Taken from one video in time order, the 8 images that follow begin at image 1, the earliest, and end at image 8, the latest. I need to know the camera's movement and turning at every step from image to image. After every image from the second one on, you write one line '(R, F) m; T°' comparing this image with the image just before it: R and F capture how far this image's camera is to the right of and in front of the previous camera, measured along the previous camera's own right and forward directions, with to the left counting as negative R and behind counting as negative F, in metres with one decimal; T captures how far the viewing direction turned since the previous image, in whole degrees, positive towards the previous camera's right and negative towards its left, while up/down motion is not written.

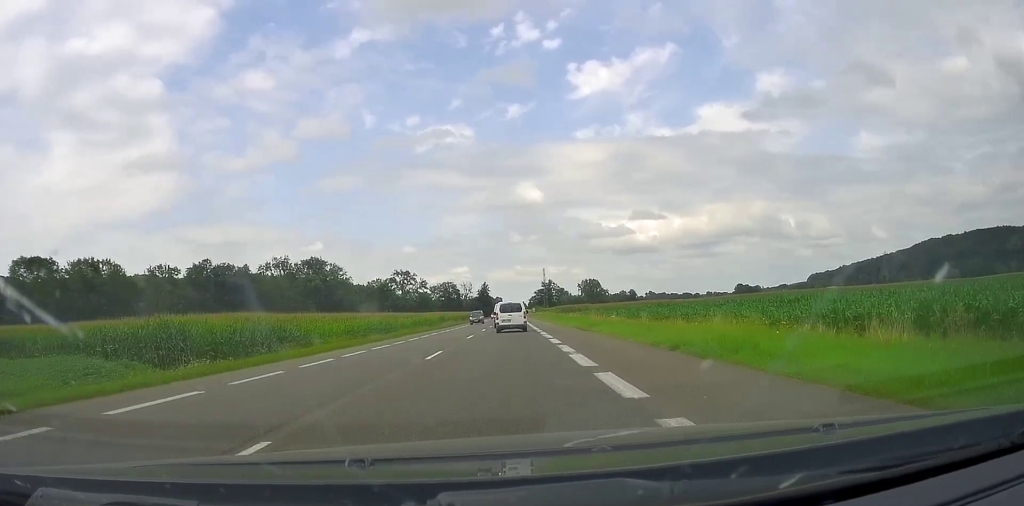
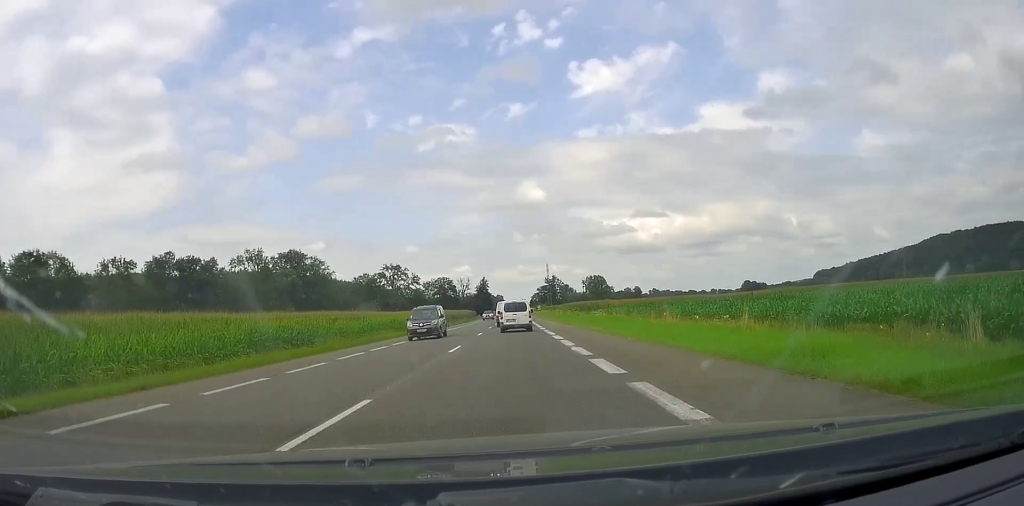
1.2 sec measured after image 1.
(-0.2, +23.8) m; -1°
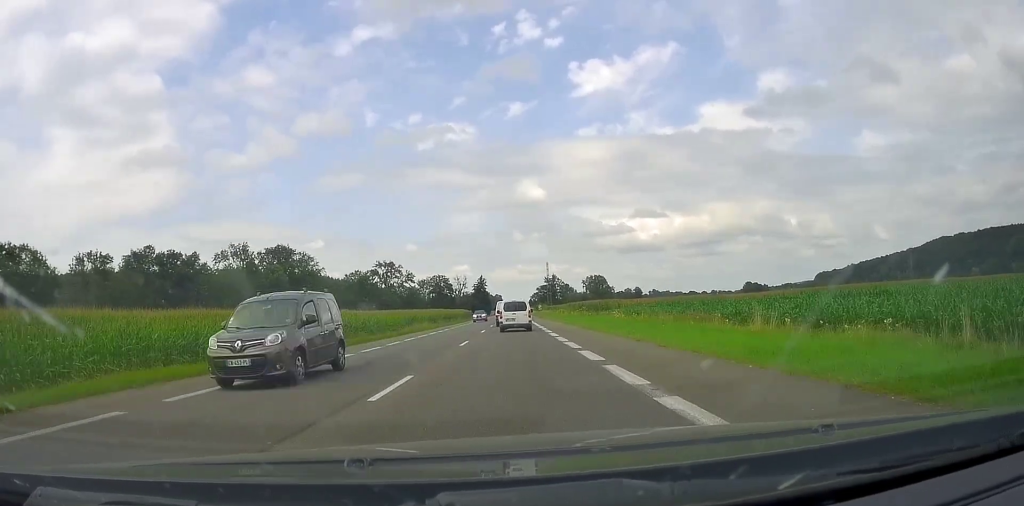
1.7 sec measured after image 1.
(0.0, +10.2) m; 0°
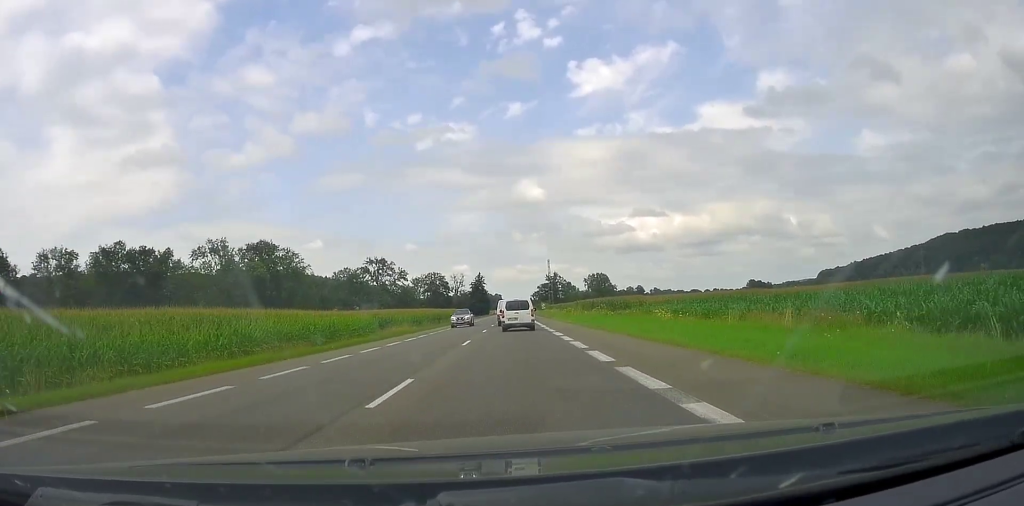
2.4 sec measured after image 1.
(0.0, +13.8) m; 0°
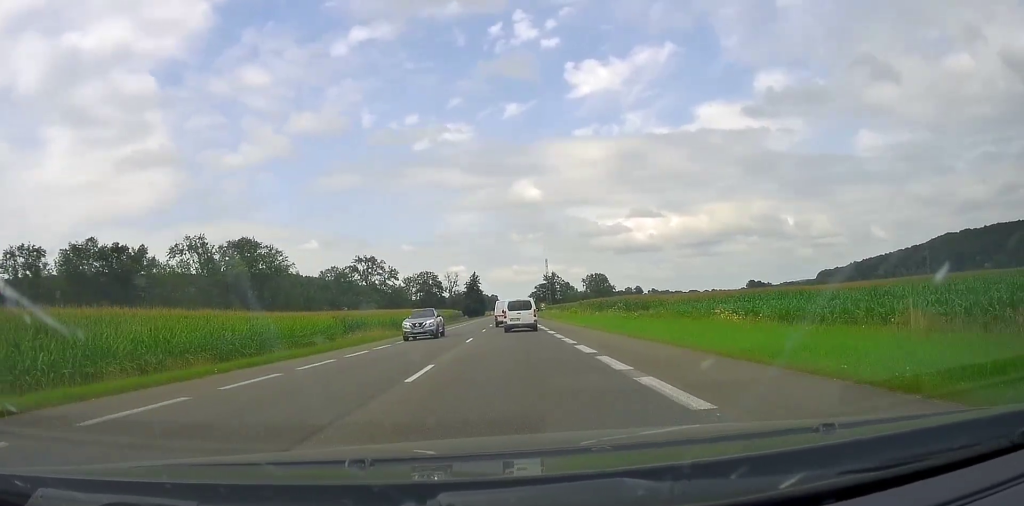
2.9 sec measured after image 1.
(0.0, +10.5) m; +1°
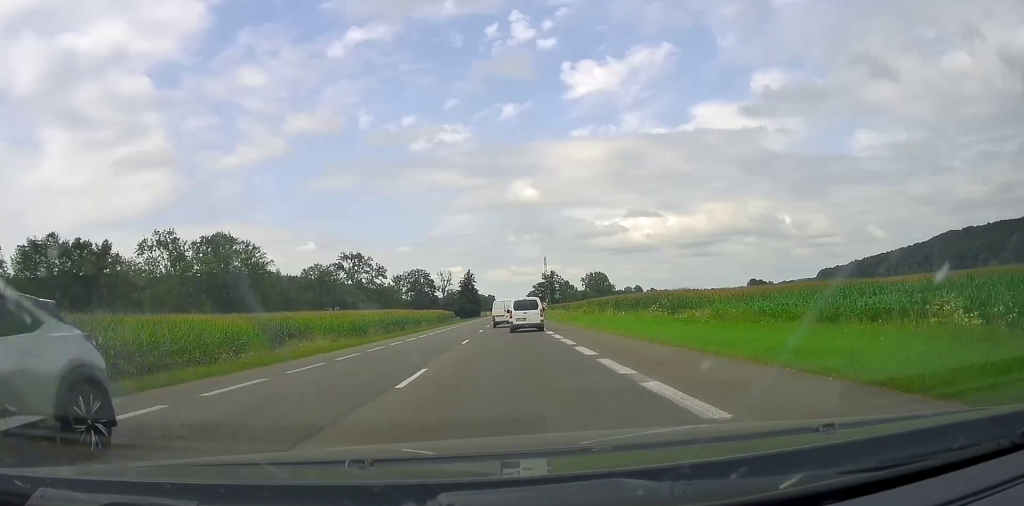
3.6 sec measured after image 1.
(0.0, +13.8) m; +1°
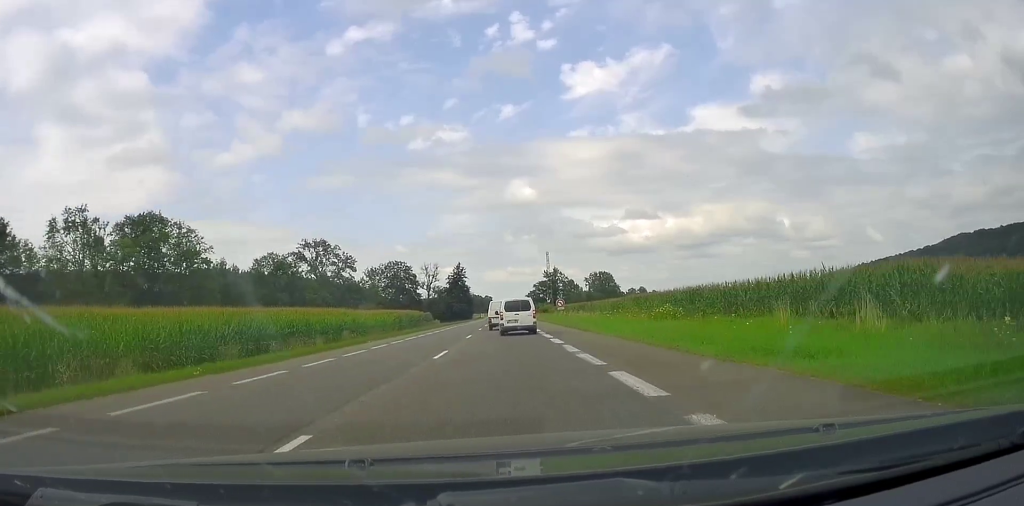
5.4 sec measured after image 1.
(+0.5, +34.4) m; 0°
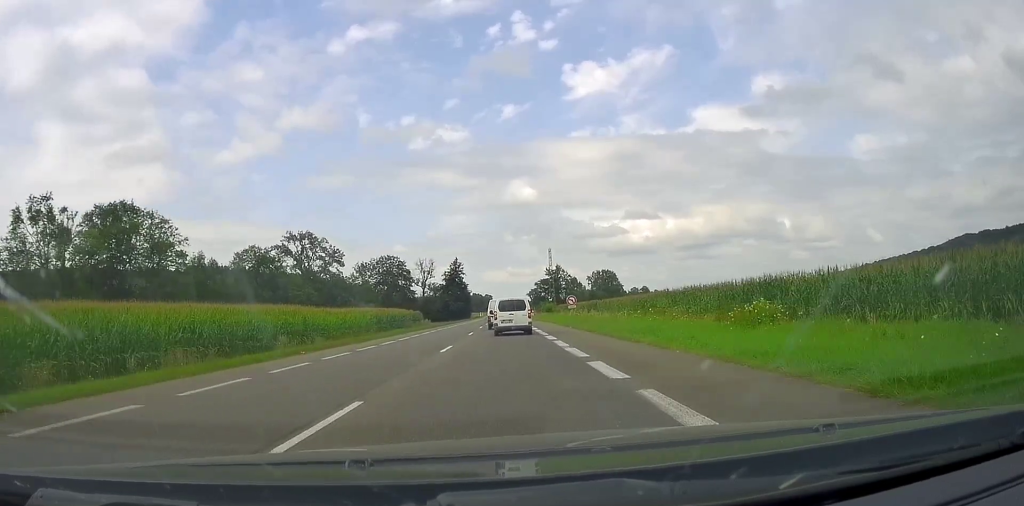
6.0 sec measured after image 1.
(-0.2, +11.4) m; 0°
